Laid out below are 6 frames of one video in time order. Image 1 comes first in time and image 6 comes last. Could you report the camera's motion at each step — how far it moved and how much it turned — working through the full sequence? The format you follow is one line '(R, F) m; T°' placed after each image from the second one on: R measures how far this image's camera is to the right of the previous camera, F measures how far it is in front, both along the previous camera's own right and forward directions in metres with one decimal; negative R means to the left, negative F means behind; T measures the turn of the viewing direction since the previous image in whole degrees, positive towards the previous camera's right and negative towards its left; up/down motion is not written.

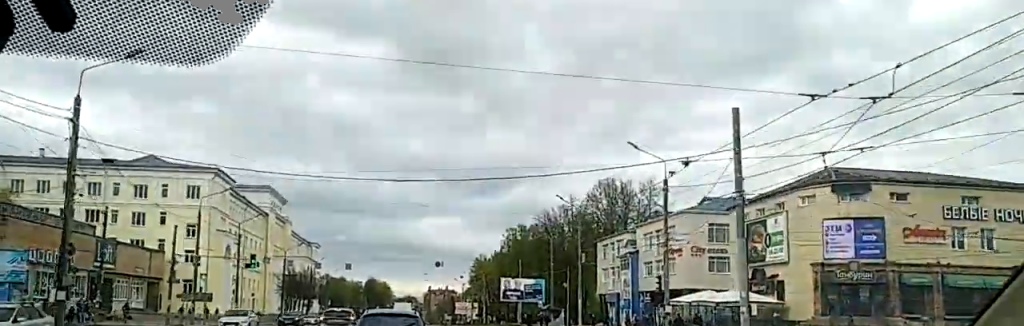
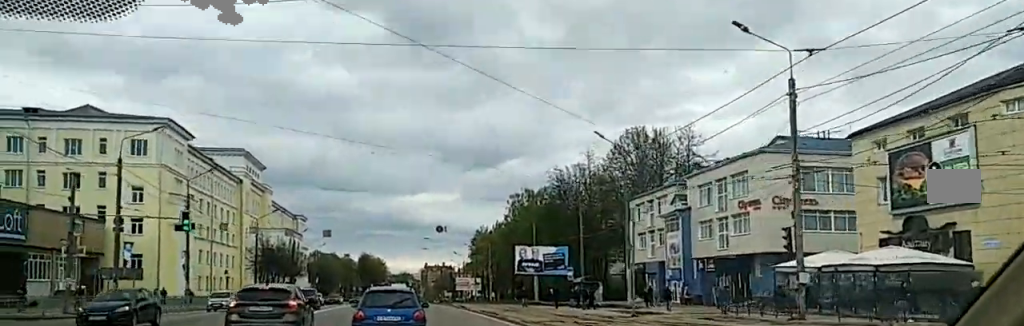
(+0.4, +18.3) m; +2°
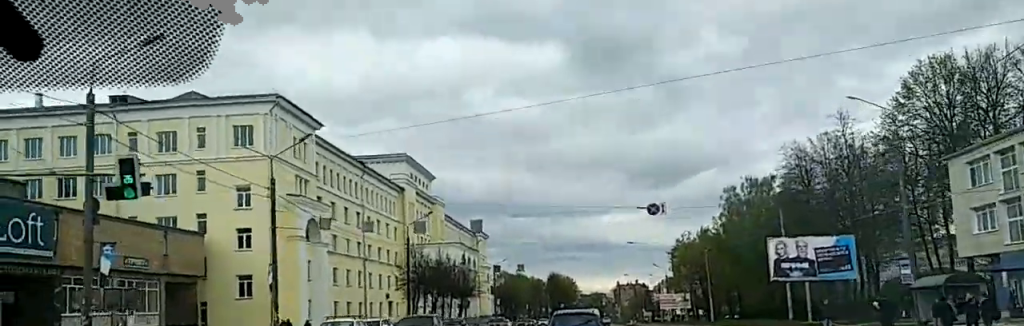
(0.0, +28.3) m; -1°
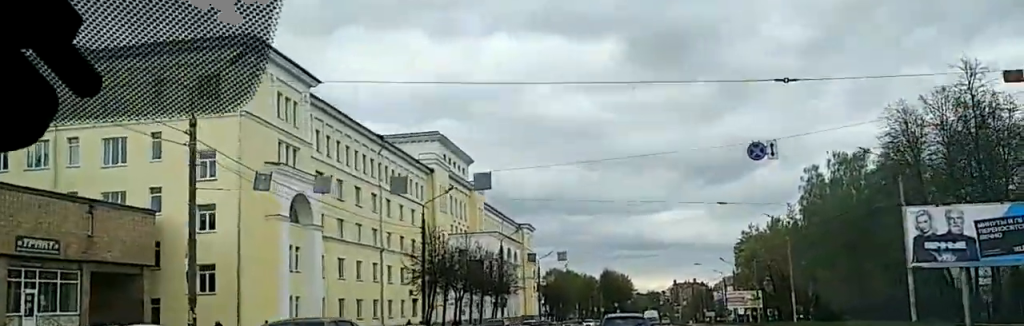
(0.0, +15.5) m; -1°
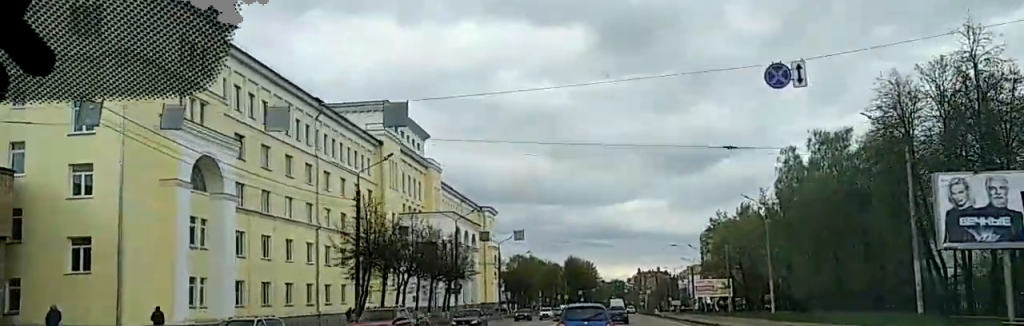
(-0.2, +8.6) m; 0°
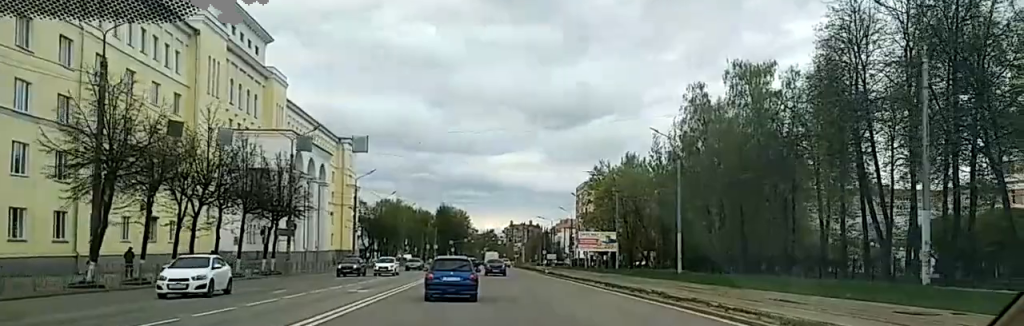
(+0.1, +18.5) m; 0°
